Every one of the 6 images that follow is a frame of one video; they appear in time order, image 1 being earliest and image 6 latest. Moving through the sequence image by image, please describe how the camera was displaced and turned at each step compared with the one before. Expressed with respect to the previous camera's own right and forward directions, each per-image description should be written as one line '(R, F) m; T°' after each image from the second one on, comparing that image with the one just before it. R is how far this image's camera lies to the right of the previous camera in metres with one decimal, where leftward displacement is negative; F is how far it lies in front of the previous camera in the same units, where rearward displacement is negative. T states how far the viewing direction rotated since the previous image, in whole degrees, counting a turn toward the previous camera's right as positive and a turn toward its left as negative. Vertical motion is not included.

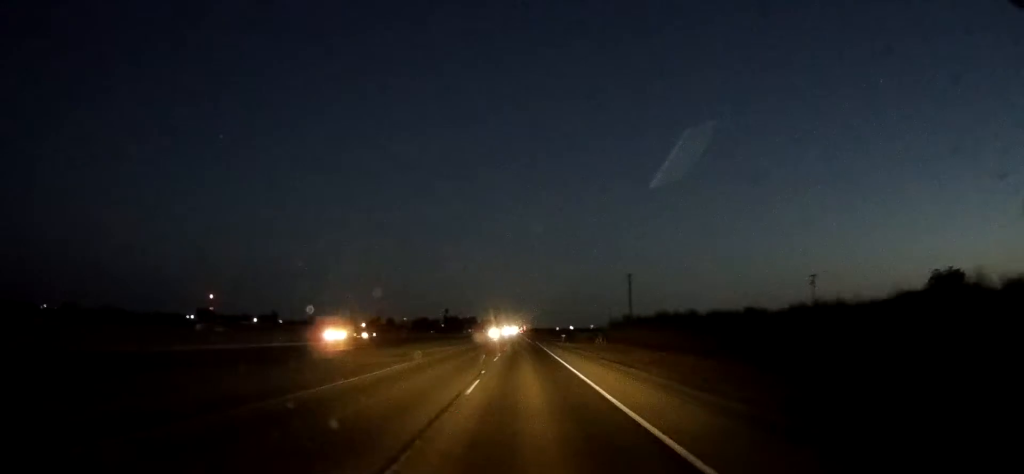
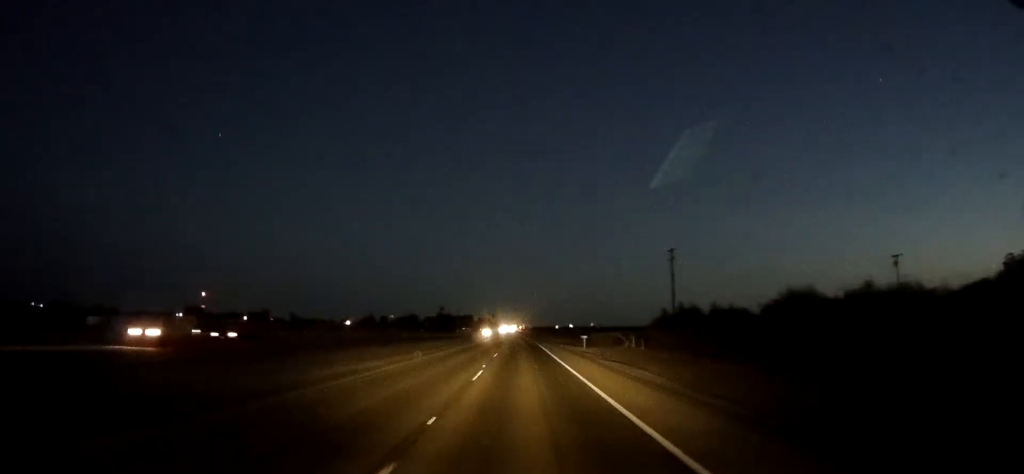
(+0.7, +26.0) m; 0°
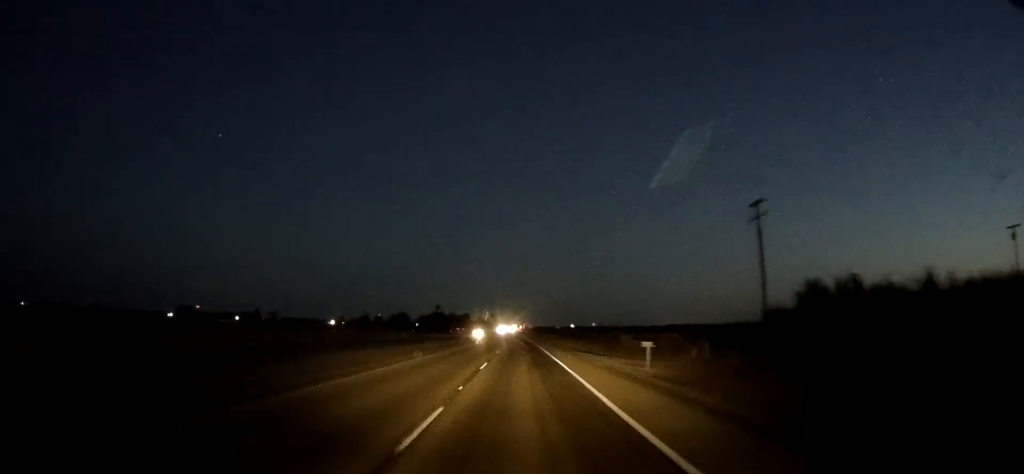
(-0.7, +24.4) m; -2°
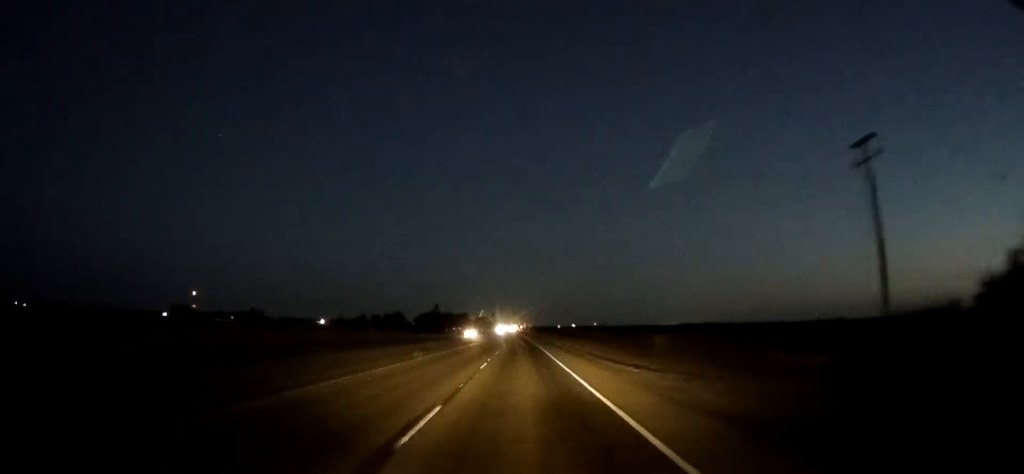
(0.0, +14.6) m; +1°
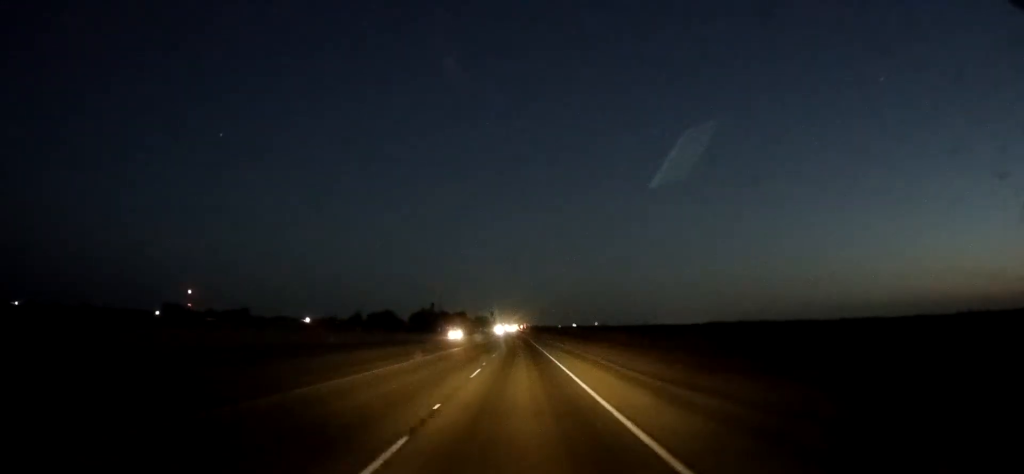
(+0.2, +17.9) m; +1°
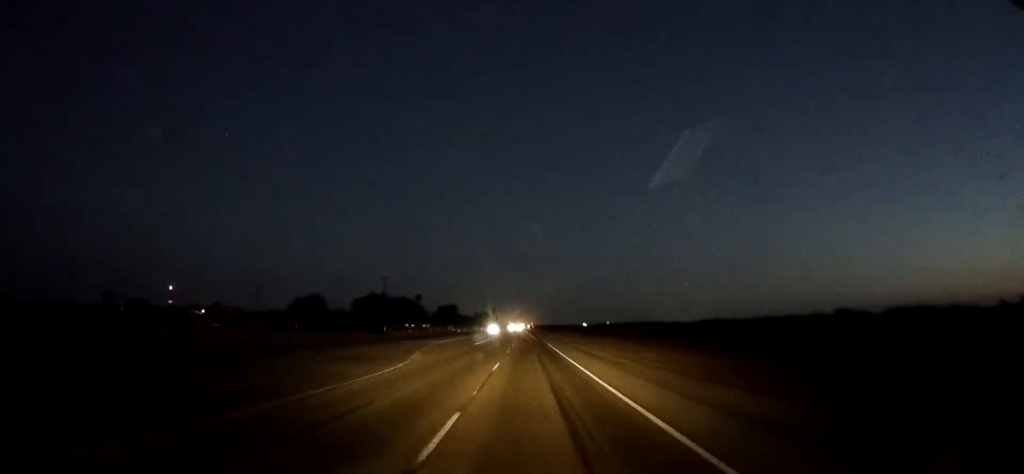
(-1.7, +85.3) m; -2°
